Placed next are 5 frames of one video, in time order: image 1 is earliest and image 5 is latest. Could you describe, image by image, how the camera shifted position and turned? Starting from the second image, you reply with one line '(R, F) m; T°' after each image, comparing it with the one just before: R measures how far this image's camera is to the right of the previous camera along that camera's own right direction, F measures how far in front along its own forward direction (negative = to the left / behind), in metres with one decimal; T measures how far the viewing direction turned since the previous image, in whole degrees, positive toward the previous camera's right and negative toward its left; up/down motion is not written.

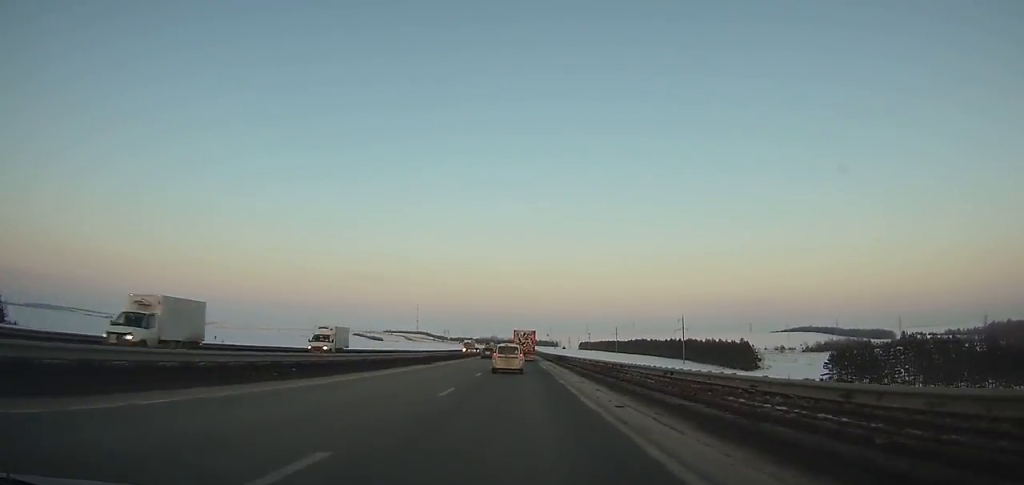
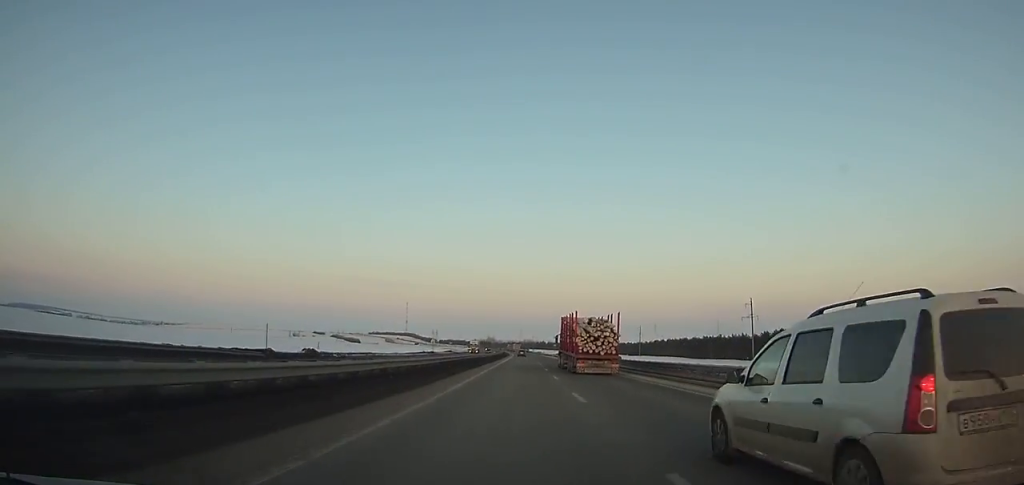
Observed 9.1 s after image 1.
(+0.5, +255.8) m; 0°
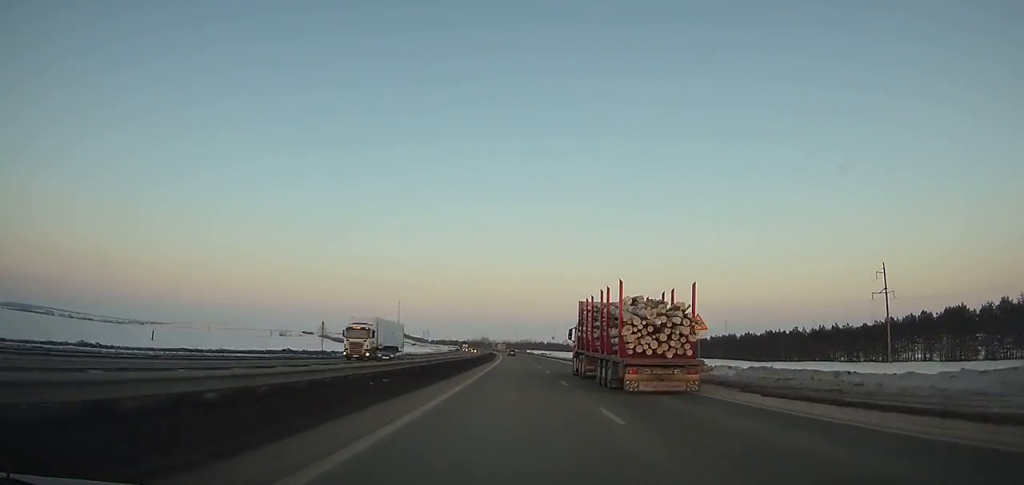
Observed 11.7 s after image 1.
(-0.1, +78.5) m; -1°
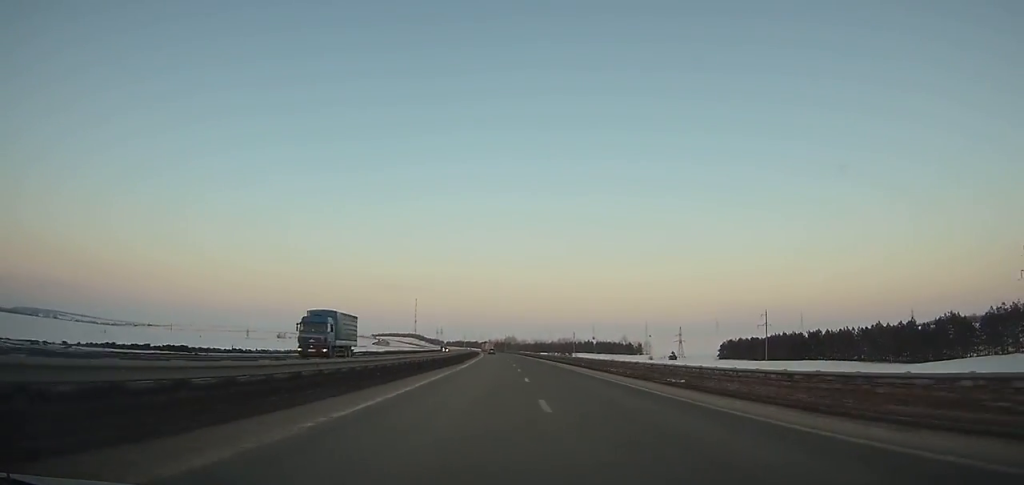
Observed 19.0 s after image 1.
(-5.4, +226.2) m; -3°
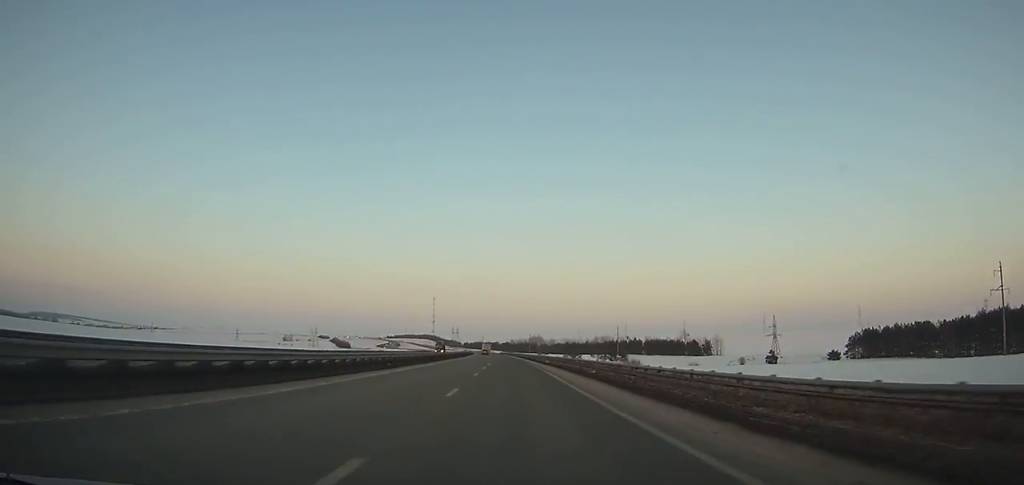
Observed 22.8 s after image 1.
(-2.6, +116.9) m; -3°
